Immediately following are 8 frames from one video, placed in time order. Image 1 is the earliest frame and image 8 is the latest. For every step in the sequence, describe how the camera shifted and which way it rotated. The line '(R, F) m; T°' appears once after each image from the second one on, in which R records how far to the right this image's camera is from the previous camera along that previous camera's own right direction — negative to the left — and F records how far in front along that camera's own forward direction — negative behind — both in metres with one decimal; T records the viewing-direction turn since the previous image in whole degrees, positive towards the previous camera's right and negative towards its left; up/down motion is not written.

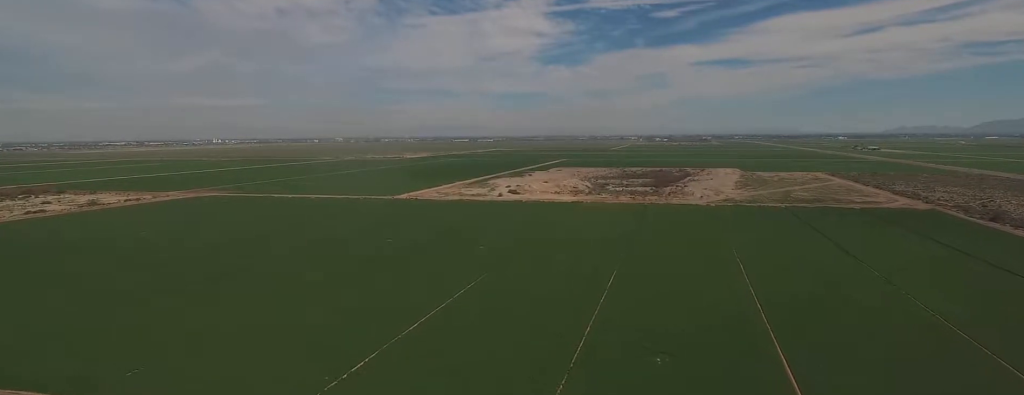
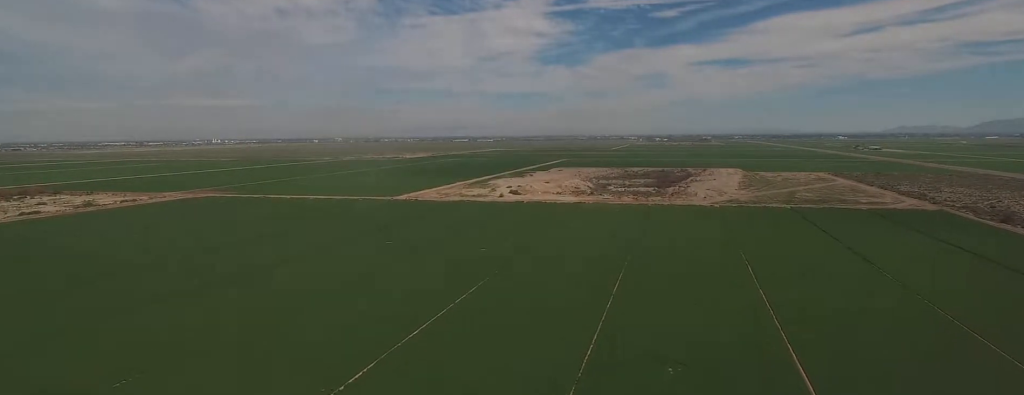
(0.0, +6.7) m; 0°
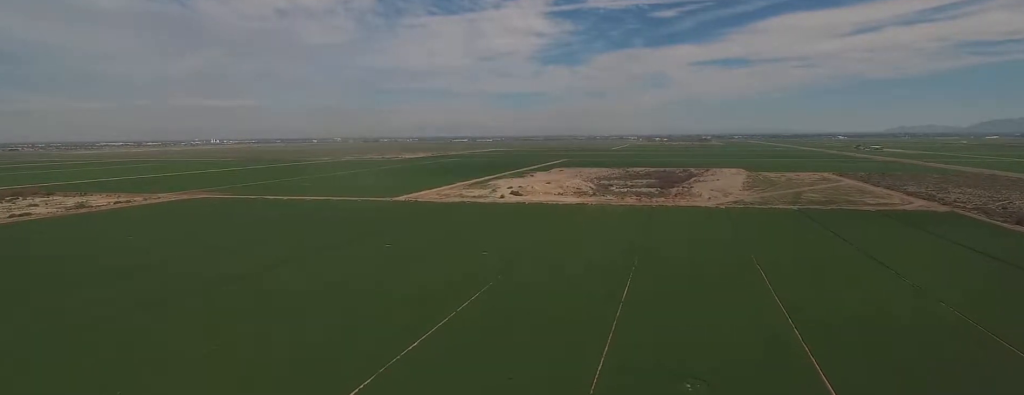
(0.0, +9.8) m; 0°
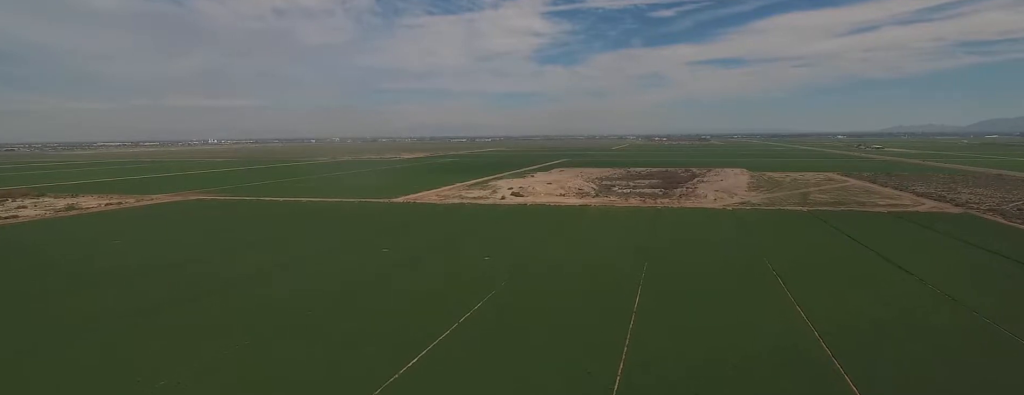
(0.0, +12.5) m; 0°
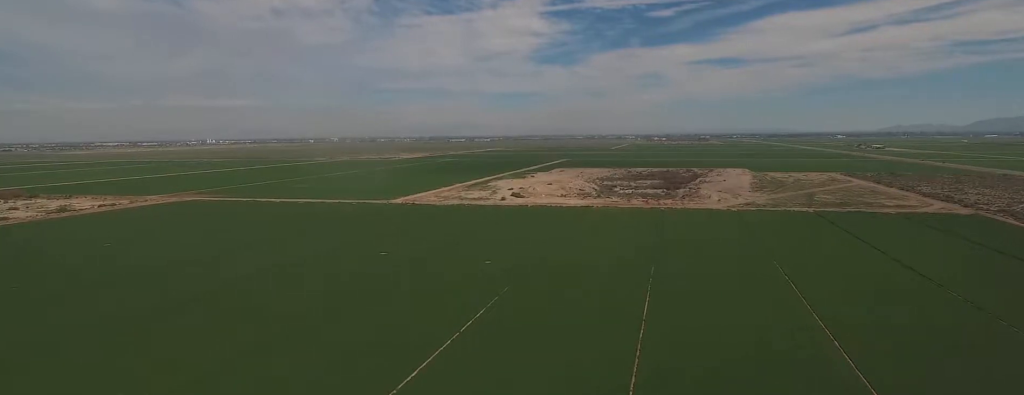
(0.0, +8.9) m; -1°
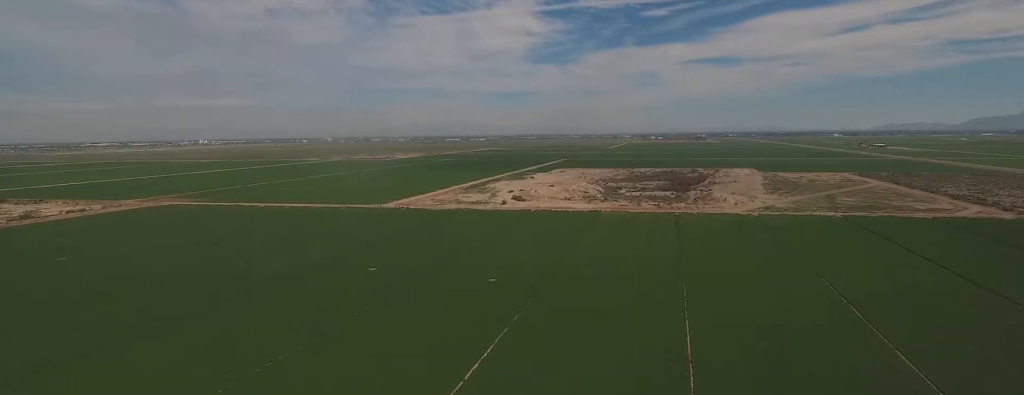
(-1.0, +35.5) m; -3°
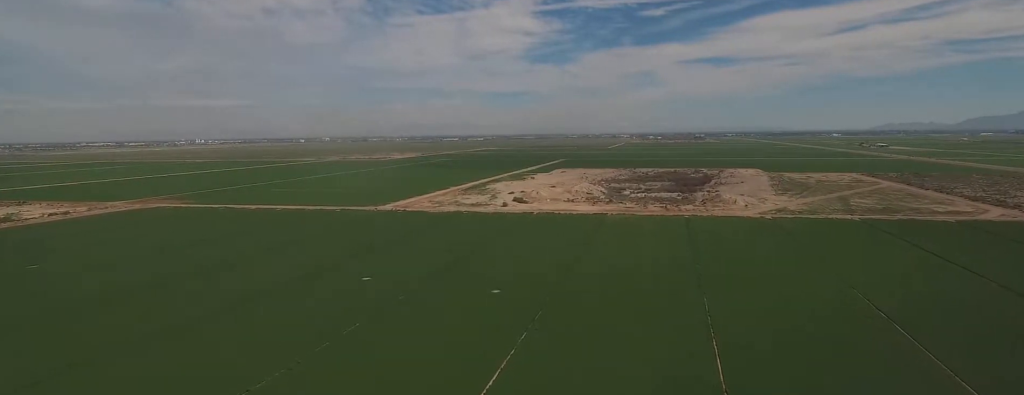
(-0.2, +18.2) m; -1°
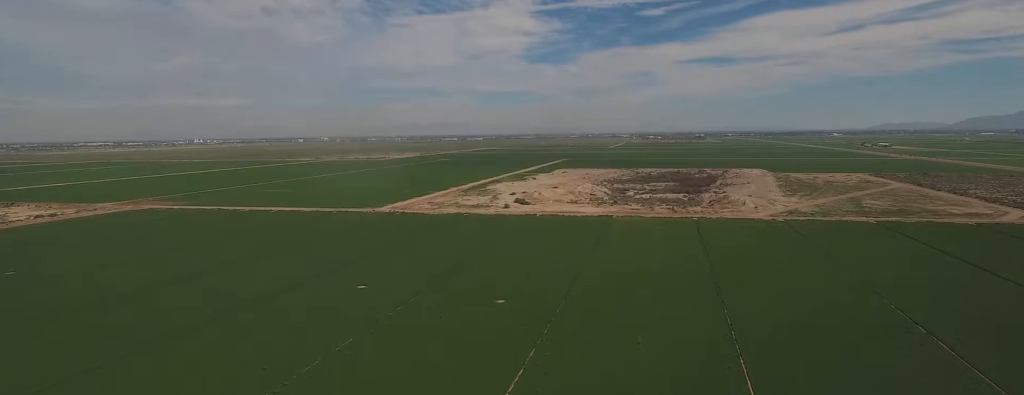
(-0.1, +14.0) m; -1°
